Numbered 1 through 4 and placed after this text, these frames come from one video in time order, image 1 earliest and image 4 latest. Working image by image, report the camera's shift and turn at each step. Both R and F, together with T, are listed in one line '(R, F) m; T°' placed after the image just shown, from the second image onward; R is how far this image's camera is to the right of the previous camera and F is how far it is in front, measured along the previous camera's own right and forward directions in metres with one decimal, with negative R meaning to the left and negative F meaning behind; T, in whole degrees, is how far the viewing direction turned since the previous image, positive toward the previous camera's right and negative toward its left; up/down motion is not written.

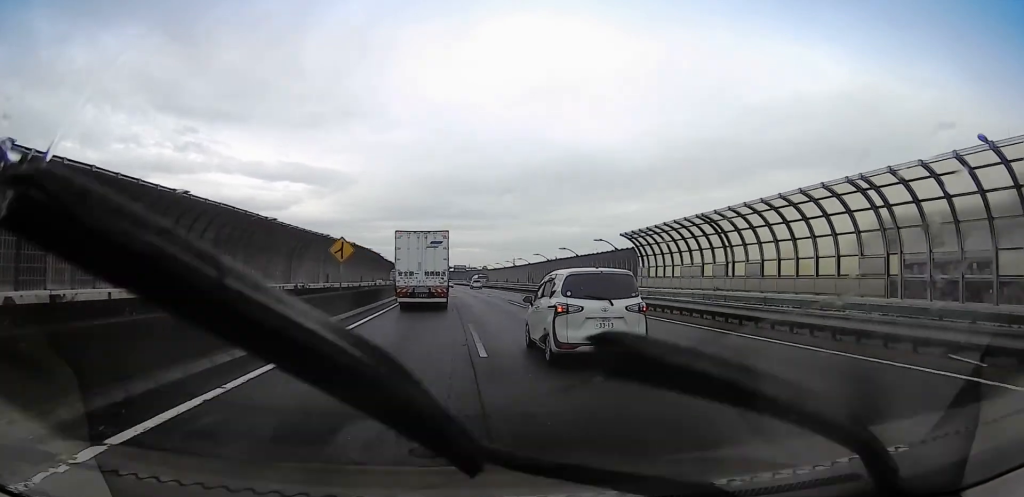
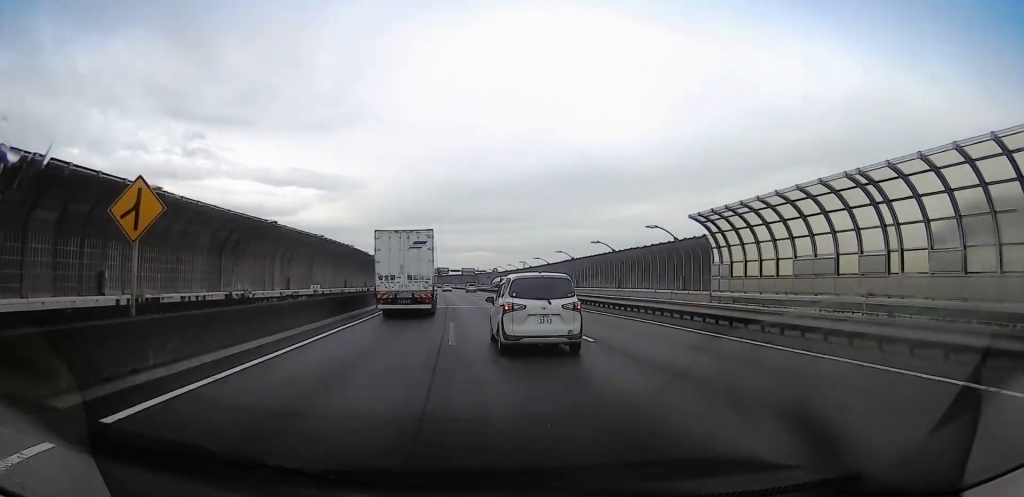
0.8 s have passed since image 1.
(+0.9, +16.5) m; 0°
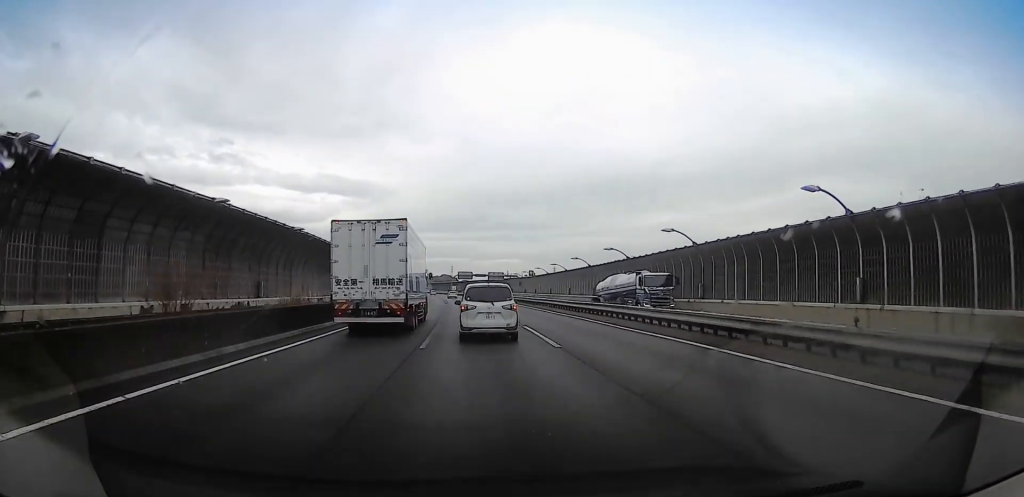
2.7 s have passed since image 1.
(-0.1, +37.9) m; -2°
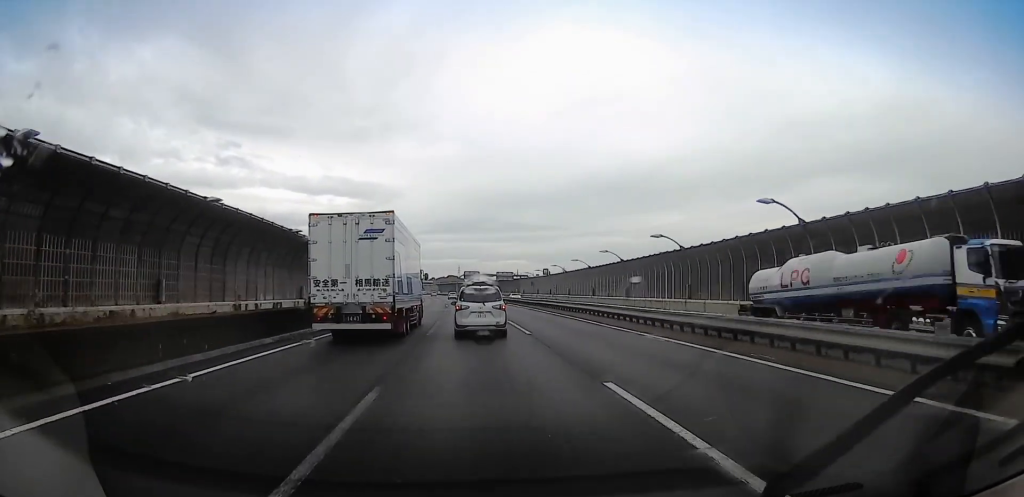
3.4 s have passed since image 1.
(-0.7, +15.1) m; 0°
